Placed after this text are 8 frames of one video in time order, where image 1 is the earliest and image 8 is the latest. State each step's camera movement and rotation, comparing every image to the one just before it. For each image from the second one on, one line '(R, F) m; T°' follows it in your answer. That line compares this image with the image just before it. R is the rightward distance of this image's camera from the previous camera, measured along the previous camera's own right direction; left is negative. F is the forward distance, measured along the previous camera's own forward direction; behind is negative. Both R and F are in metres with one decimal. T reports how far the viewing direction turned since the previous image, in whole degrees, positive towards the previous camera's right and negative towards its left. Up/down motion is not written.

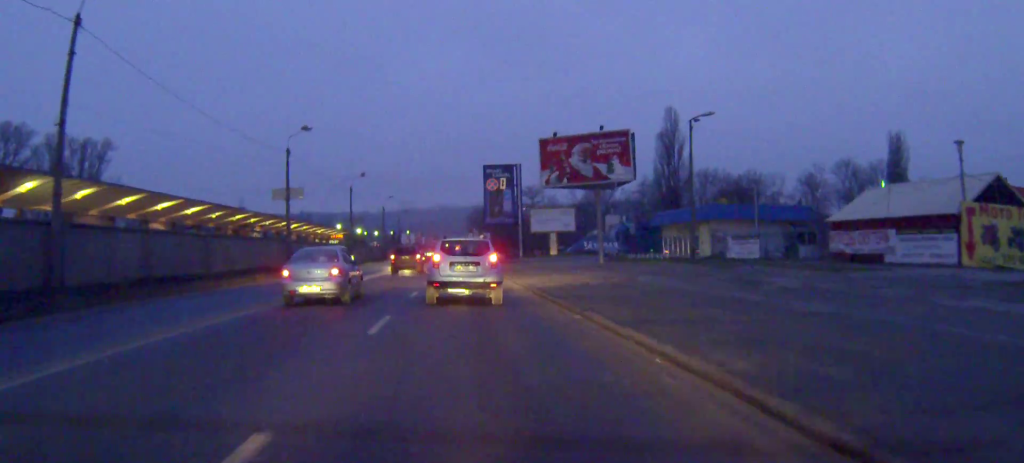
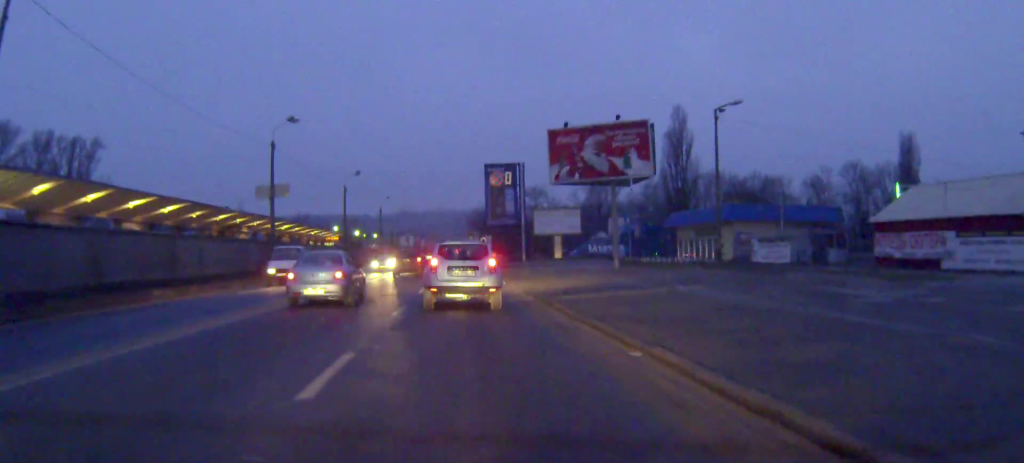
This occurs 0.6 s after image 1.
(0.0, +4.9) m; -1°
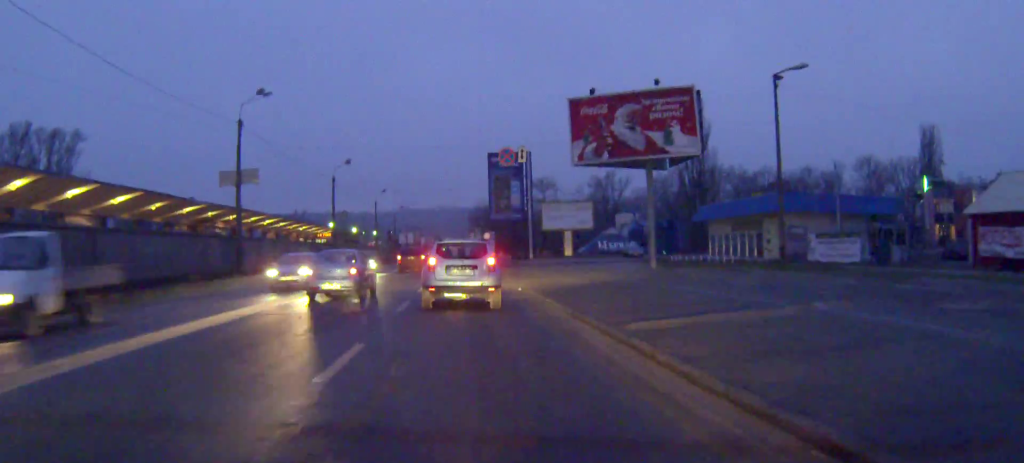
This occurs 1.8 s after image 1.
(-0.2, +9.5) m; -2°
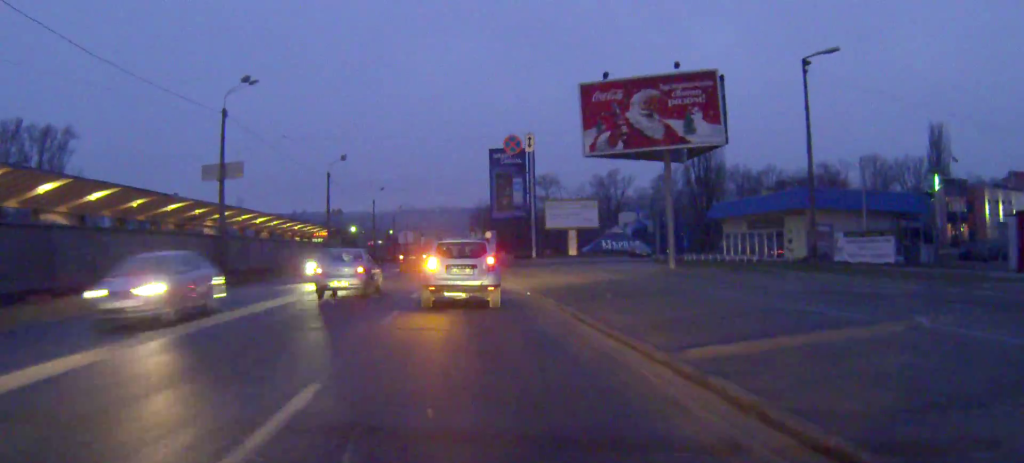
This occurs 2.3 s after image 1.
(0.0, +3.8) m; 0°
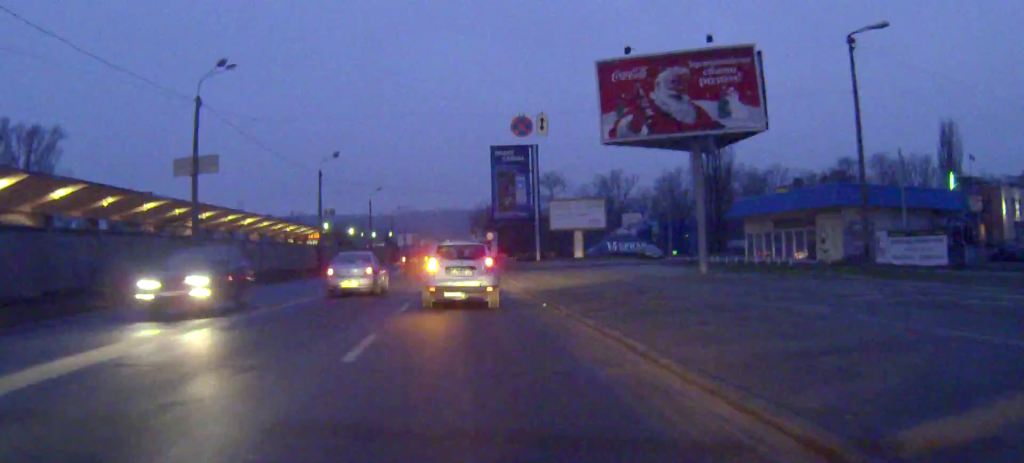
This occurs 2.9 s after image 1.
(0.0, +5.2) m; 0°
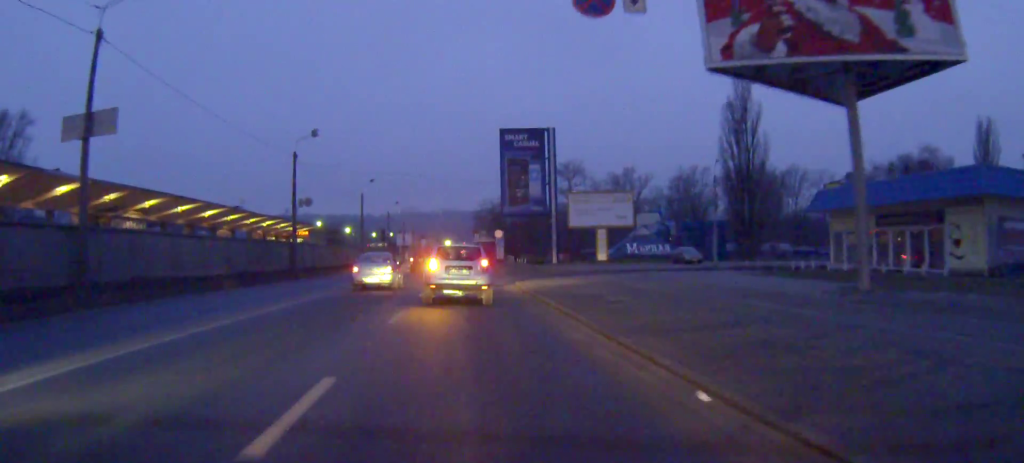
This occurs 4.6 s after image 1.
(0.0, +14.0) m; 0°
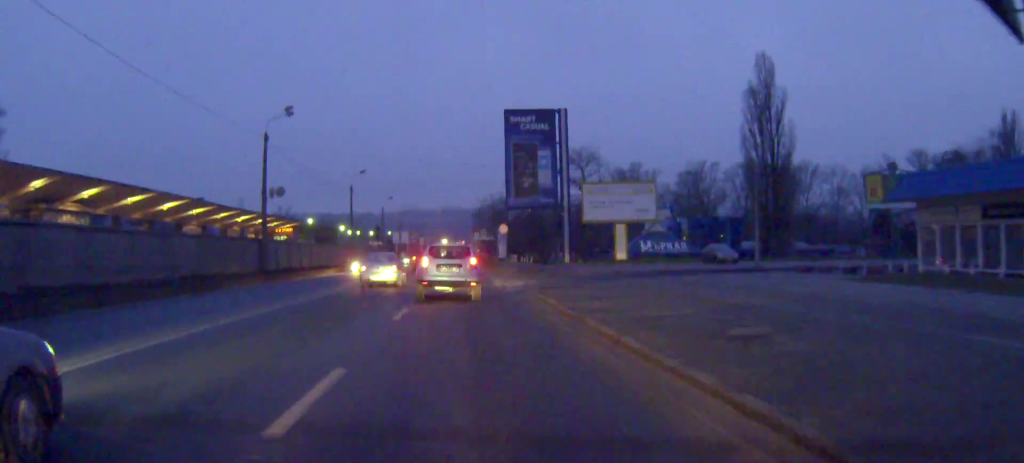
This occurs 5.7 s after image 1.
(-0.1, +9.7) m; 0°
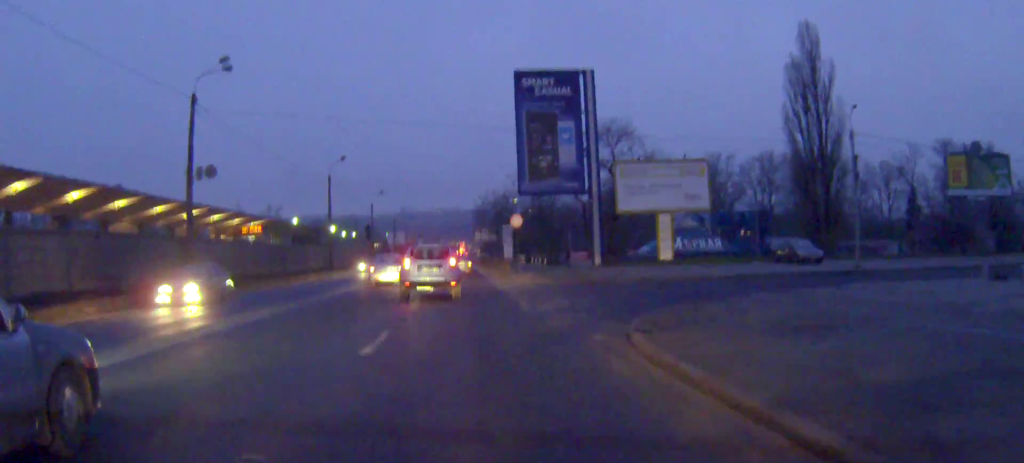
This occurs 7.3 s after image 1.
(+0.3, +15.2) m; +1°
